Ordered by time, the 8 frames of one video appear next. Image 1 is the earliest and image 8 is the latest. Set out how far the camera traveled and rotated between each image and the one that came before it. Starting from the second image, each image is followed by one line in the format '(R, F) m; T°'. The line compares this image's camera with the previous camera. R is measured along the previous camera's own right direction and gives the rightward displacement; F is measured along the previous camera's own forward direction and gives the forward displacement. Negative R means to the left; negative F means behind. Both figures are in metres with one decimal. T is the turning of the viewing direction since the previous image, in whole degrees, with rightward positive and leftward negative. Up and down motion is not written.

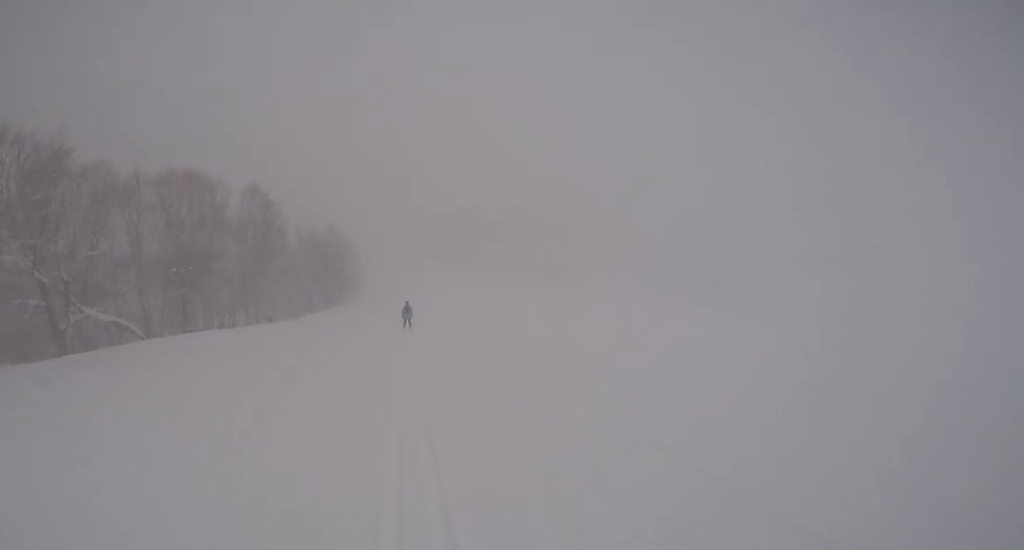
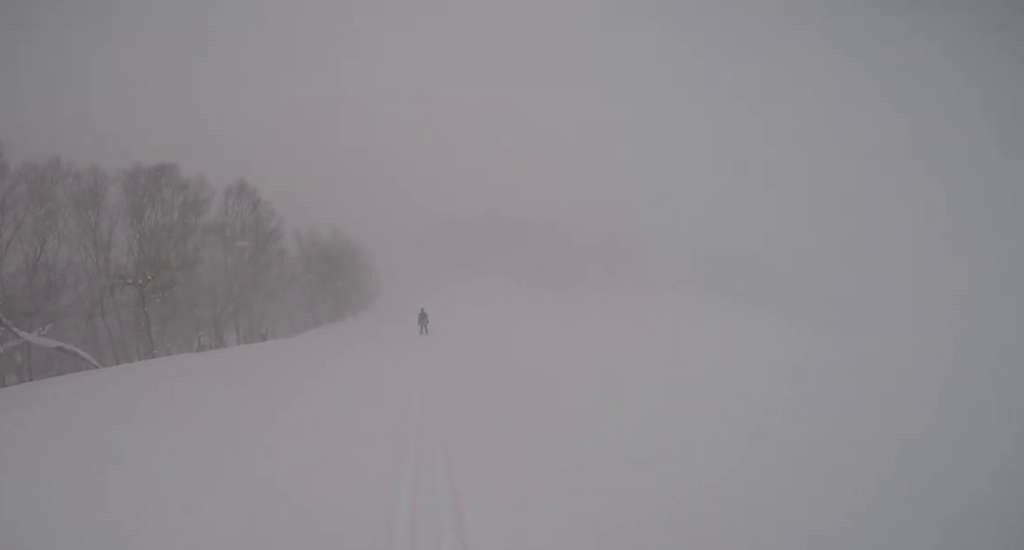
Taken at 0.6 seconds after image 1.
(-0.5, +5.6) m; -2°
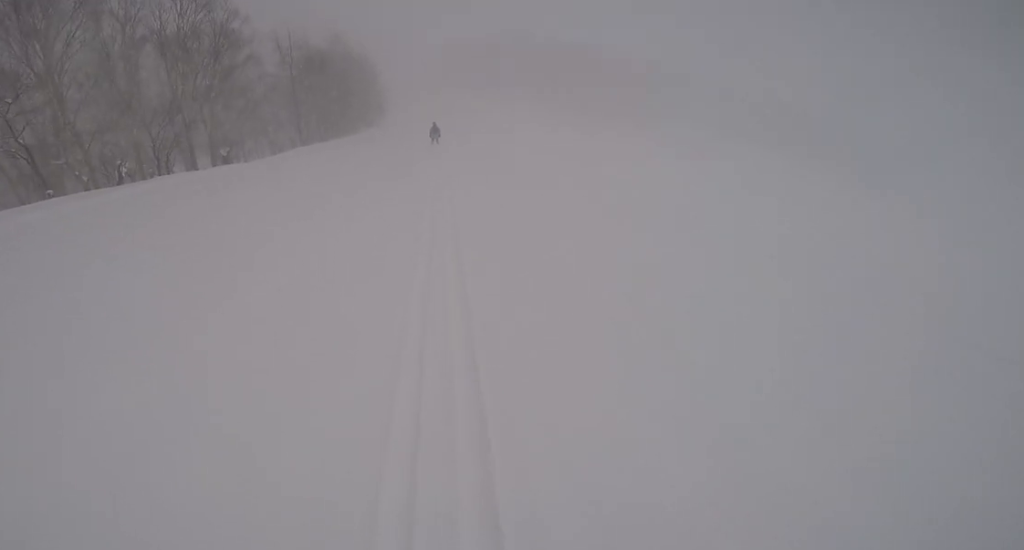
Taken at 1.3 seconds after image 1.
(+0.4, +6.7) m; +5°
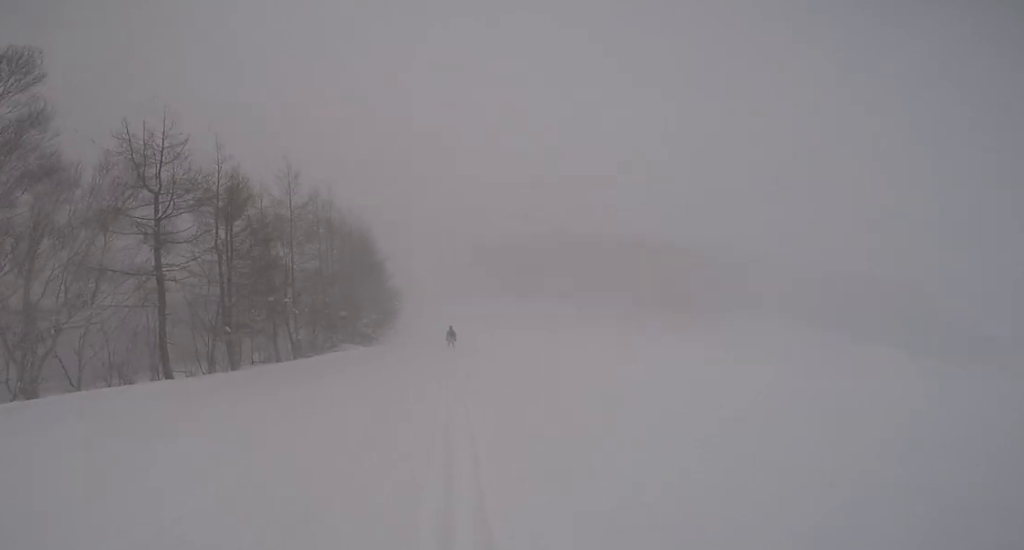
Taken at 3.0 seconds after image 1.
(+0.3, +16.7) m; -5°
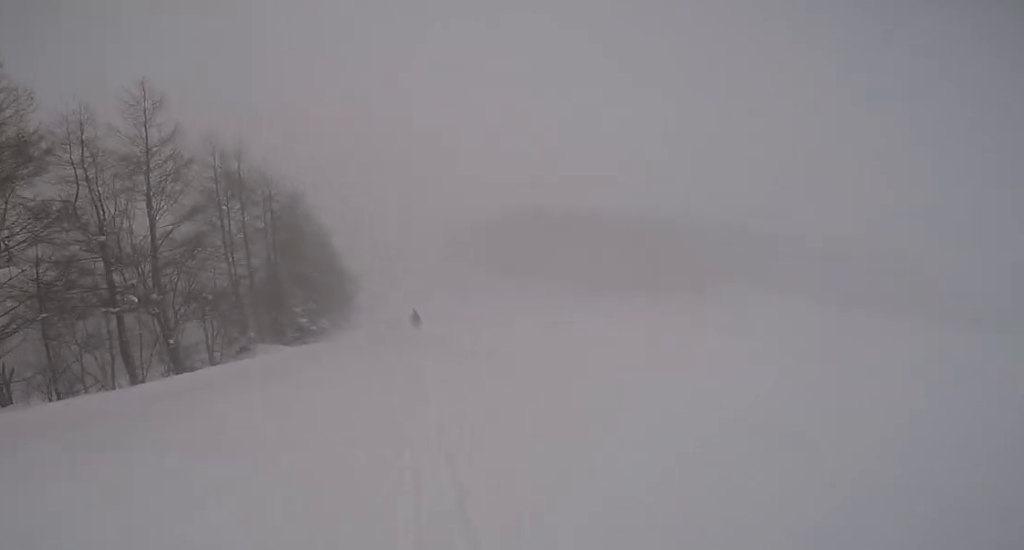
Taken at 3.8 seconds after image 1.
(-0.6, +7.2) m; -3°
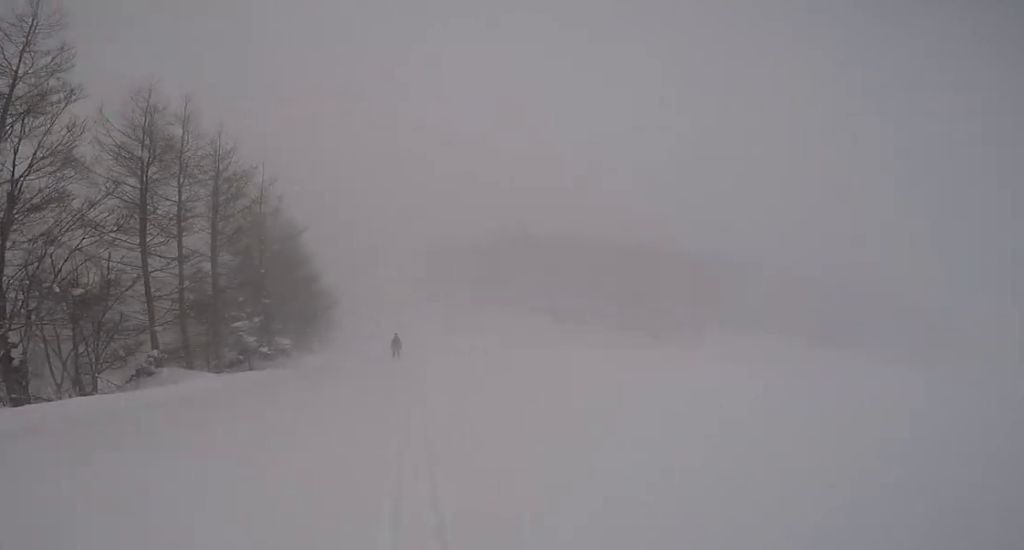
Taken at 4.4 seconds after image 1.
(-0.1, +5.0) m; +4°
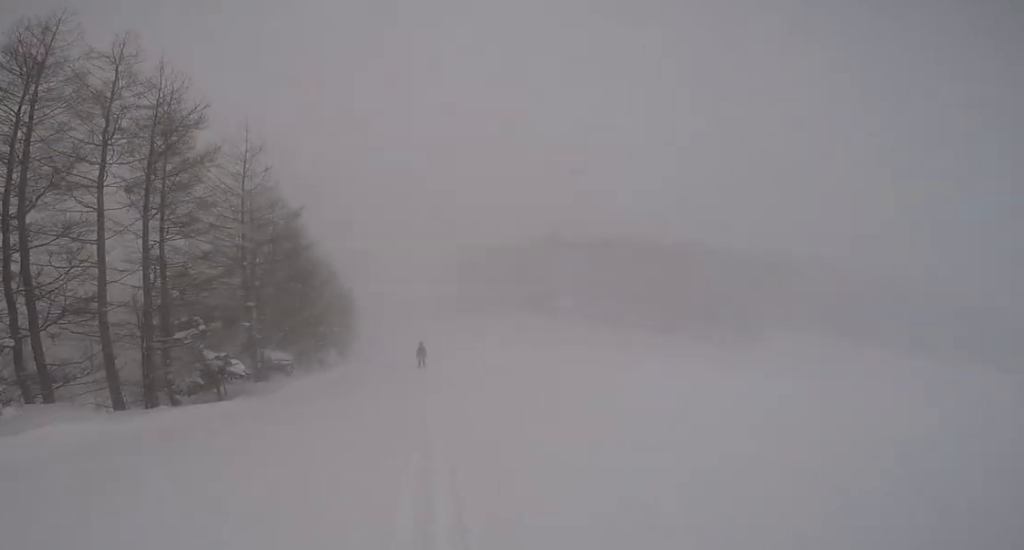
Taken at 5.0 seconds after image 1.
(+0.3, +5.2) m; 0°
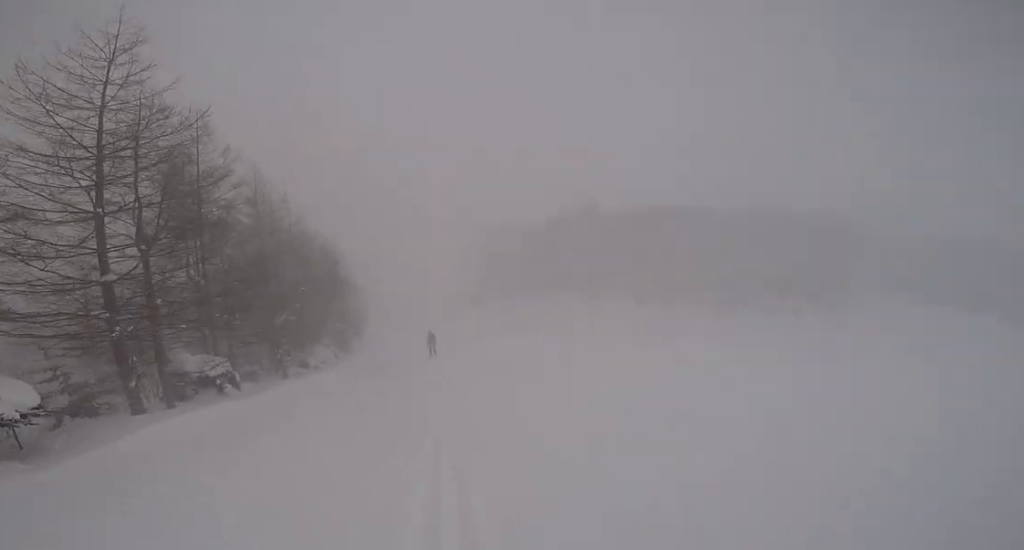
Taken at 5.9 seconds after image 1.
(+0.4, +7.2) m; -3°
